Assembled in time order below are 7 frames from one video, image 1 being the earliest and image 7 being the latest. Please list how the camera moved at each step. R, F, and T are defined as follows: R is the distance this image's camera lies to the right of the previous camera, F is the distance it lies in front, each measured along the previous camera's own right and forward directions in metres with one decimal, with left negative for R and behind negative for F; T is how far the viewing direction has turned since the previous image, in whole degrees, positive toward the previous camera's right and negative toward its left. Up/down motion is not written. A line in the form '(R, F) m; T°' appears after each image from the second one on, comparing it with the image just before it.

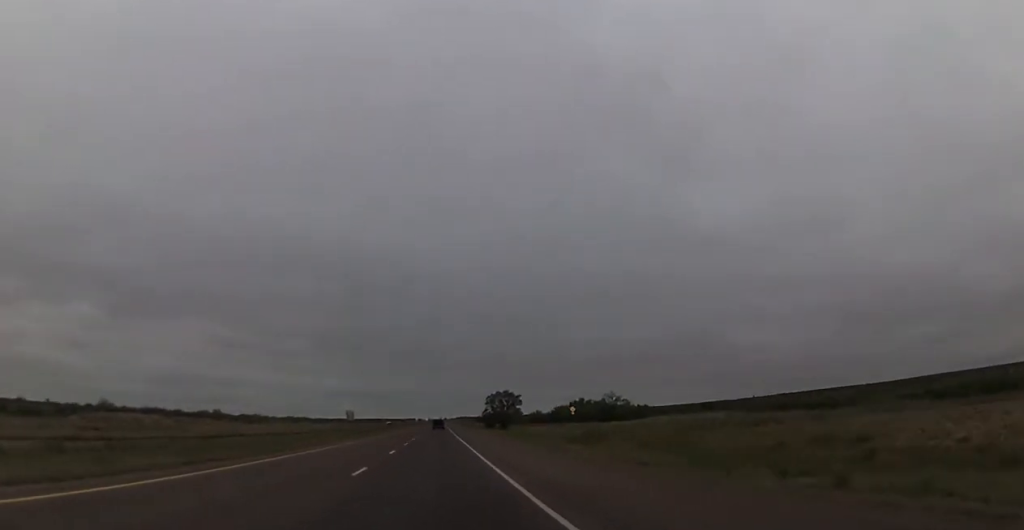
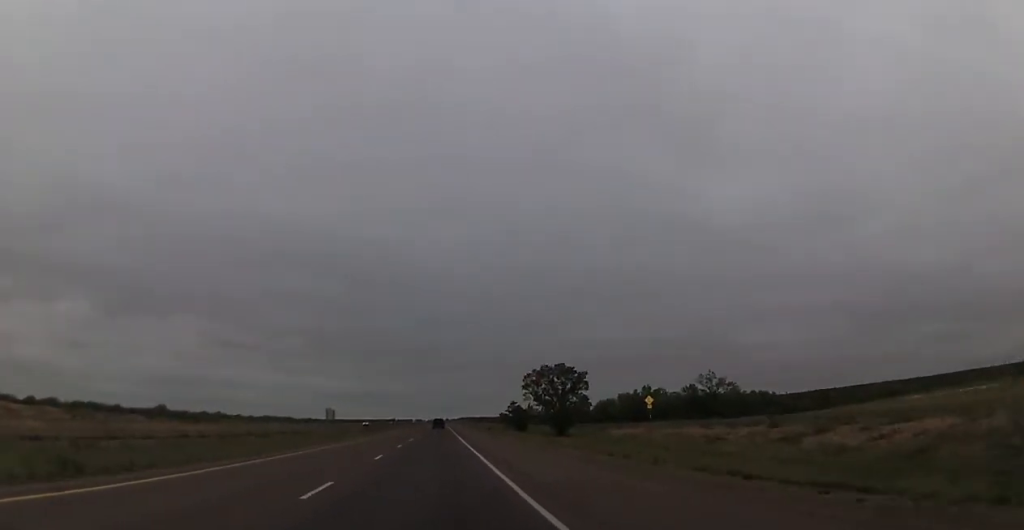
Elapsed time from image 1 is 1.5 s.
(0.0, +53.8) m; -1°
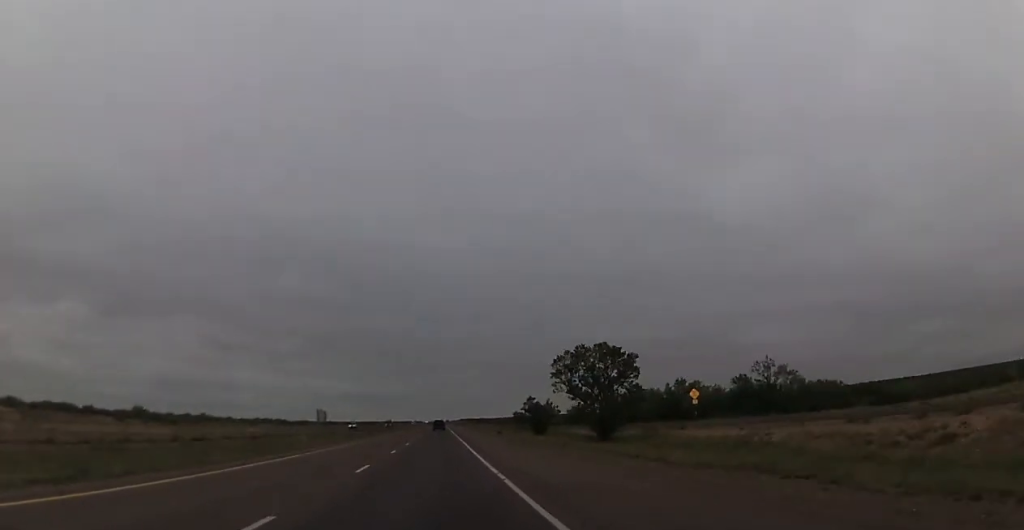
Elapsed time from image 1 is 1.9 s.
(-0.2, +17.1) m; 0°
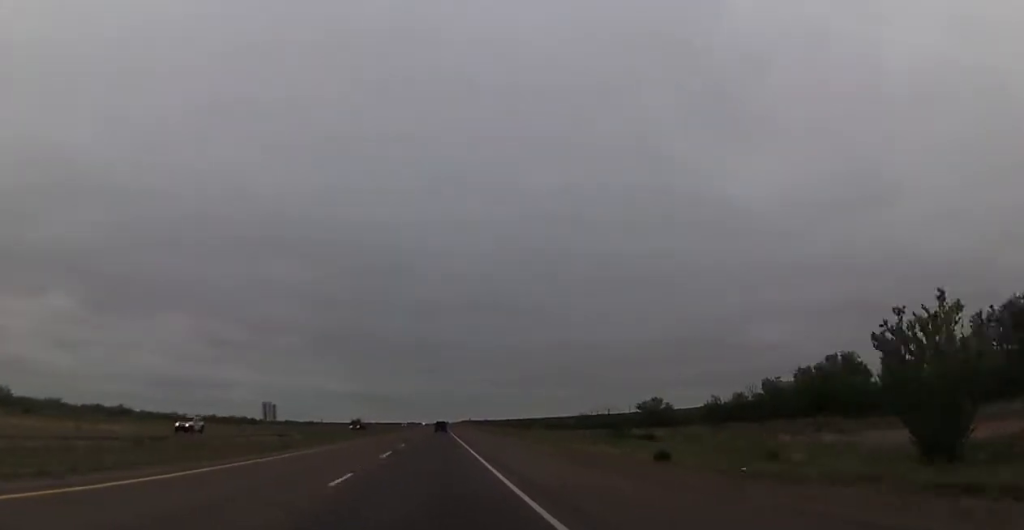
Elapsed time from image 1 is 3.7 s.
(+0.3, +65.0) m; +1°
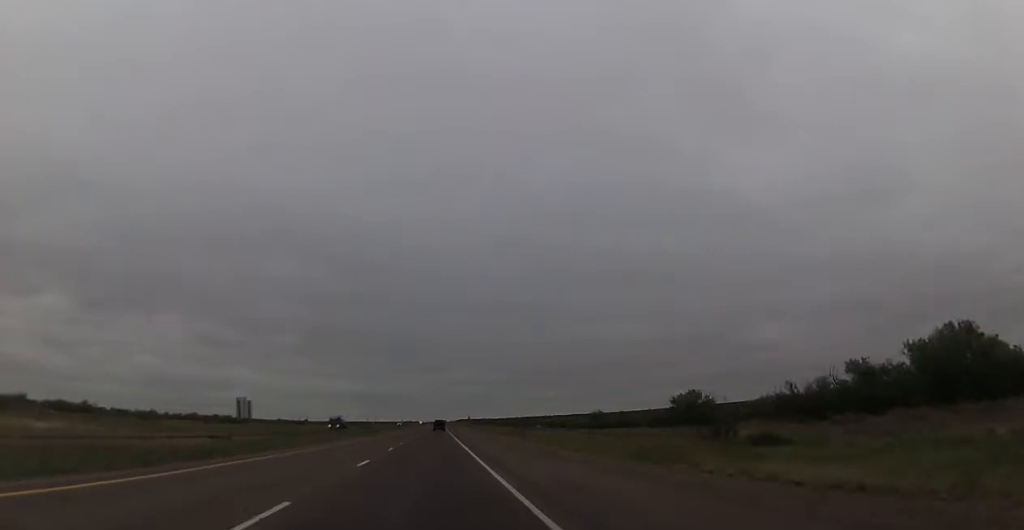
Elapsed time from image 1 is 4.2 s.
(0.0, +18.4) m; 0°
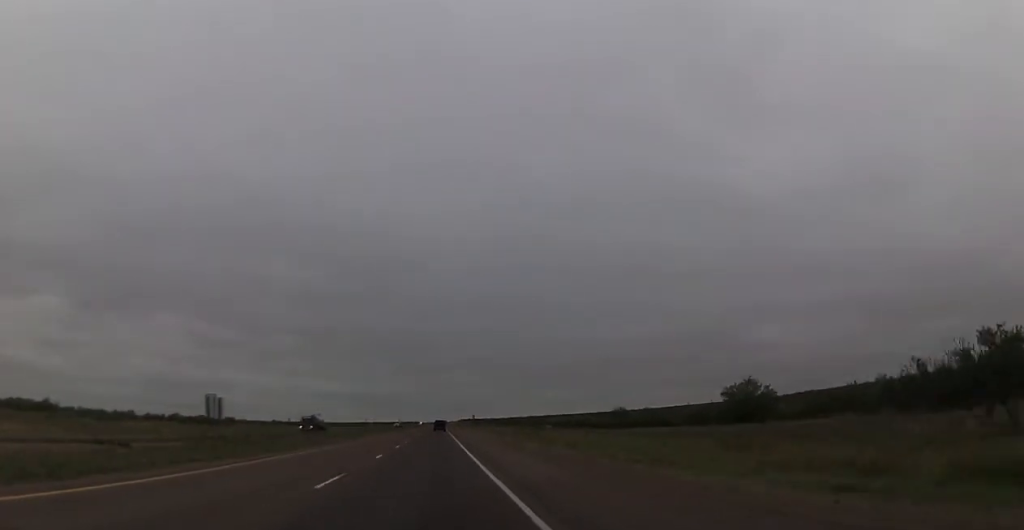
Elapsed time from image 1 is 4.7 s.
(0.0, +18.4) m; 0°
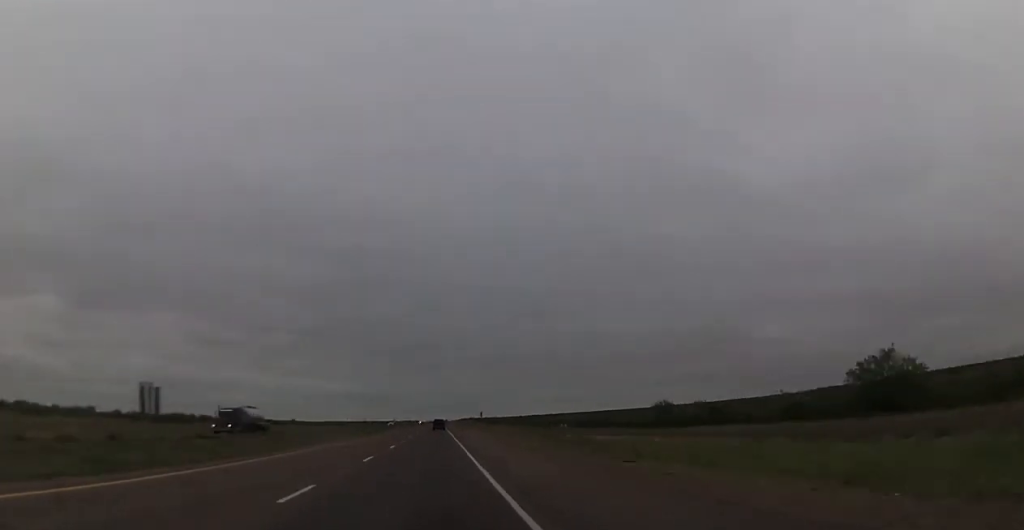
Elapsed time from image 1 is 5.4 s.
(0.0, +26.9) m; 0°
